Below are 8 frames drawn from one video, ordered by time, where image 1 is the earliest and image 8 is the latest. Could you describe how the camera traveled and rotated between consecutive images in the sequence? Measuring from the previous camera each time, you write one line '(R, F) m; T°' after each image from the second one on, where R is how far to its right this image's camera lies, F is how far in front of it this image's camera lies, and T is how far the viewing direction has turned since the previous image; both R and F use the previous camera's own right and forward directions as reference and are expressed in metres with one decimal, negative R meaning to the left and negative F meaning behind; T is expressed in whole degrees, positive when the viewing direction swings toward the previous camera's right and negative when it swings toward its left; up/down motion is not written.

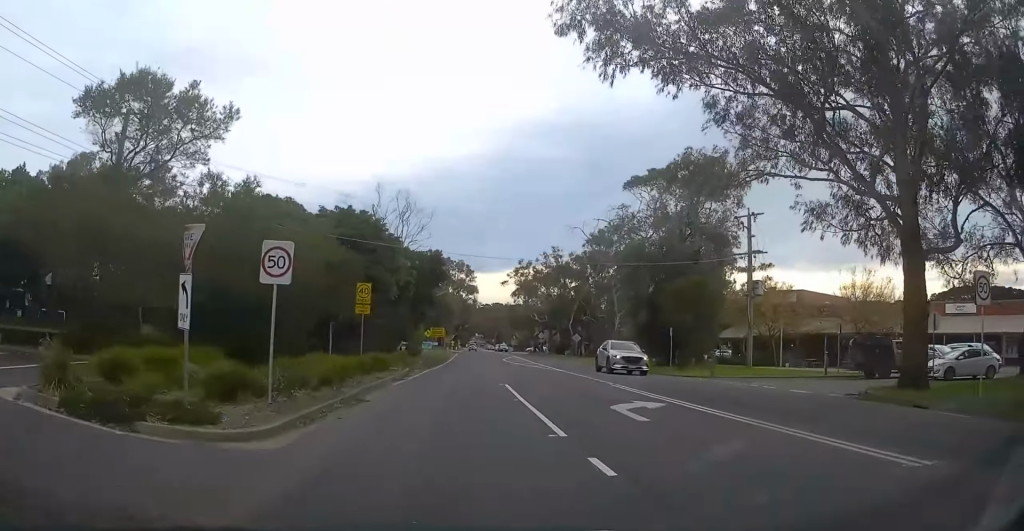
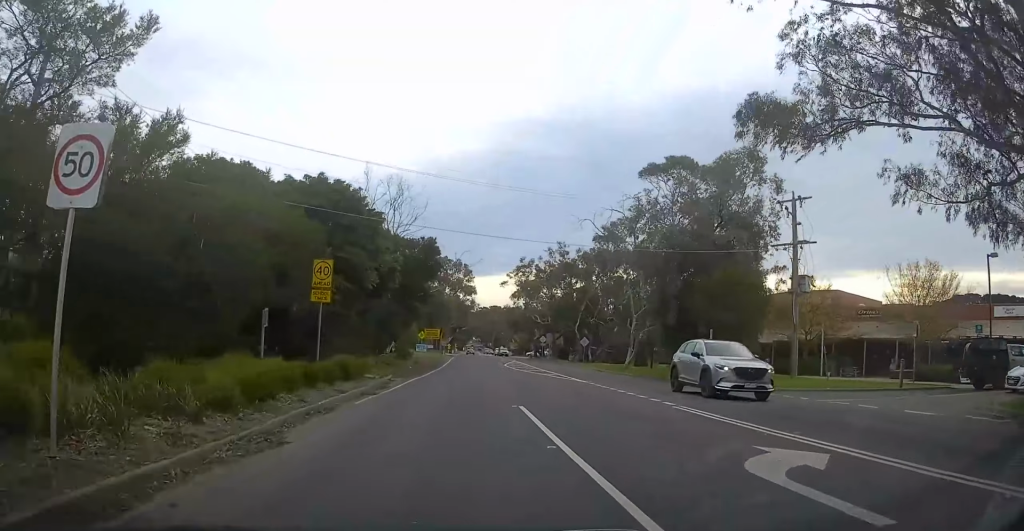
(-0.1, +6.7) m; +1°
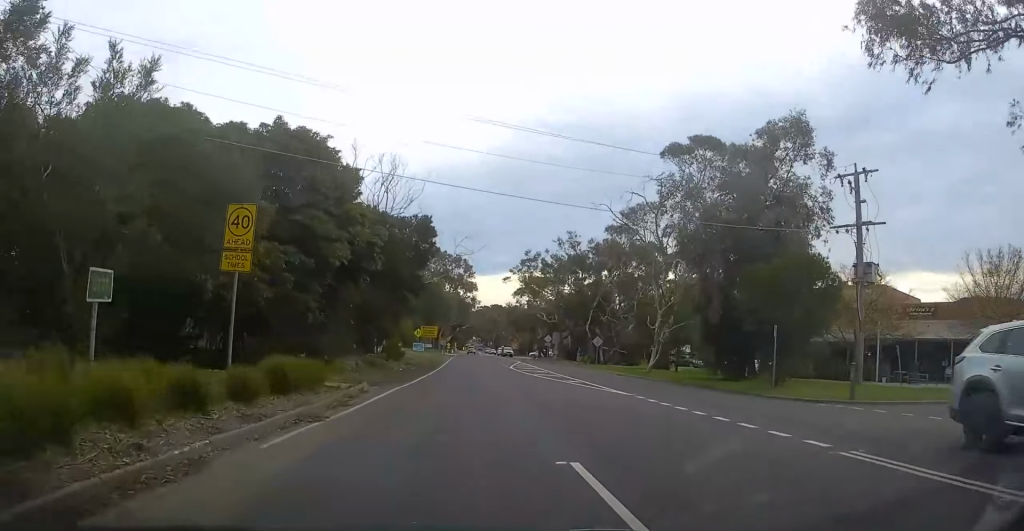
(+0.2, +6.6) m; 0°
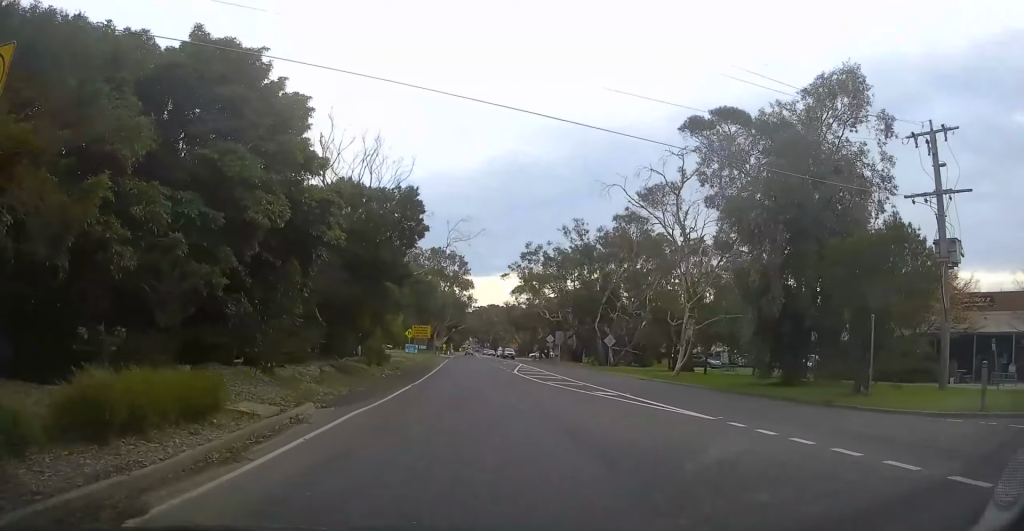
(+0.2, +6.8) m; 0°
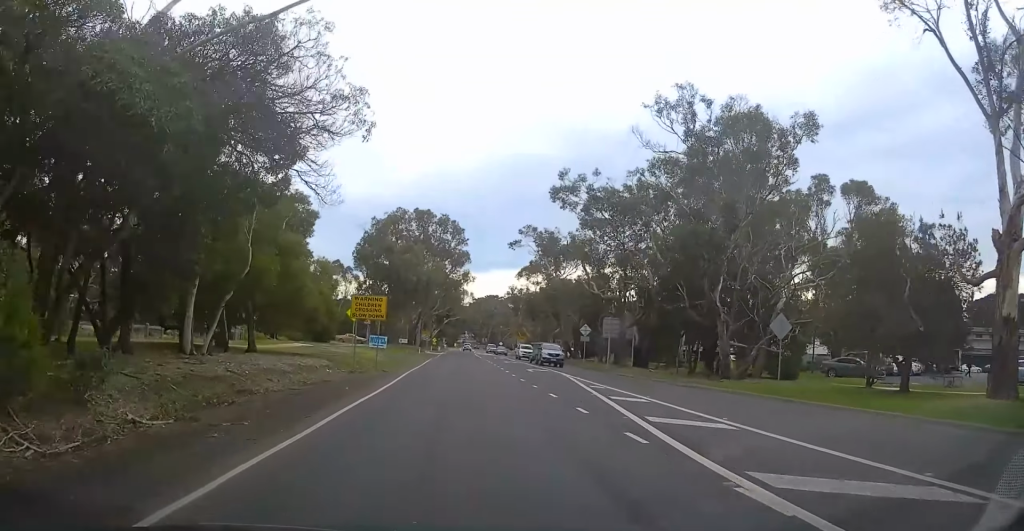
(0.0, +32.0) m; 0°
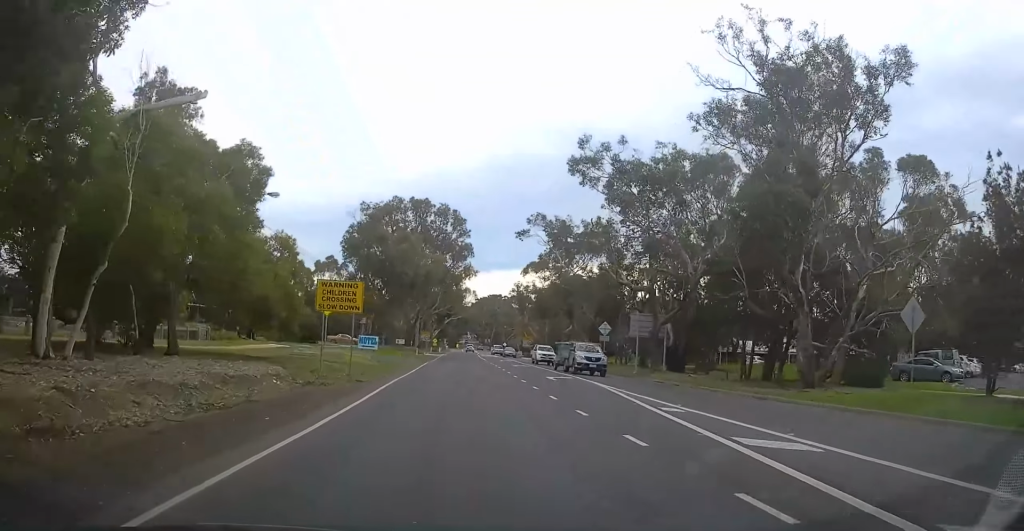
(-0.1, +8.2) m; -1°
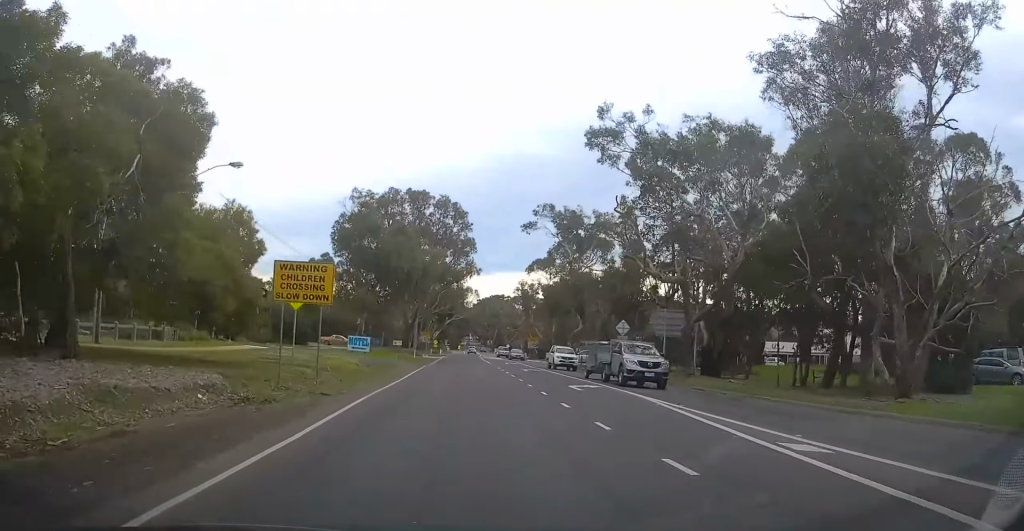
(0.0, +5.9) m; 0°
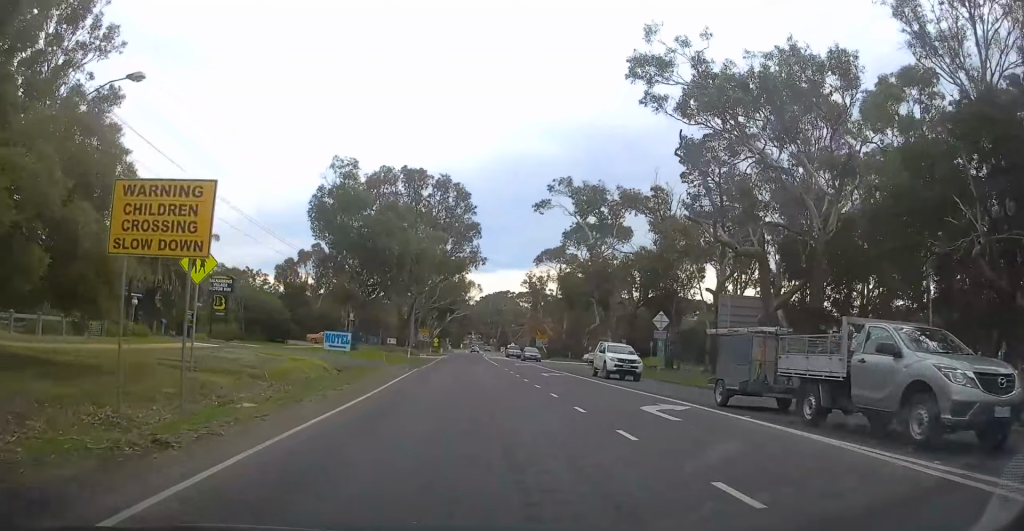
(0.0, +9.4) m; 0°
